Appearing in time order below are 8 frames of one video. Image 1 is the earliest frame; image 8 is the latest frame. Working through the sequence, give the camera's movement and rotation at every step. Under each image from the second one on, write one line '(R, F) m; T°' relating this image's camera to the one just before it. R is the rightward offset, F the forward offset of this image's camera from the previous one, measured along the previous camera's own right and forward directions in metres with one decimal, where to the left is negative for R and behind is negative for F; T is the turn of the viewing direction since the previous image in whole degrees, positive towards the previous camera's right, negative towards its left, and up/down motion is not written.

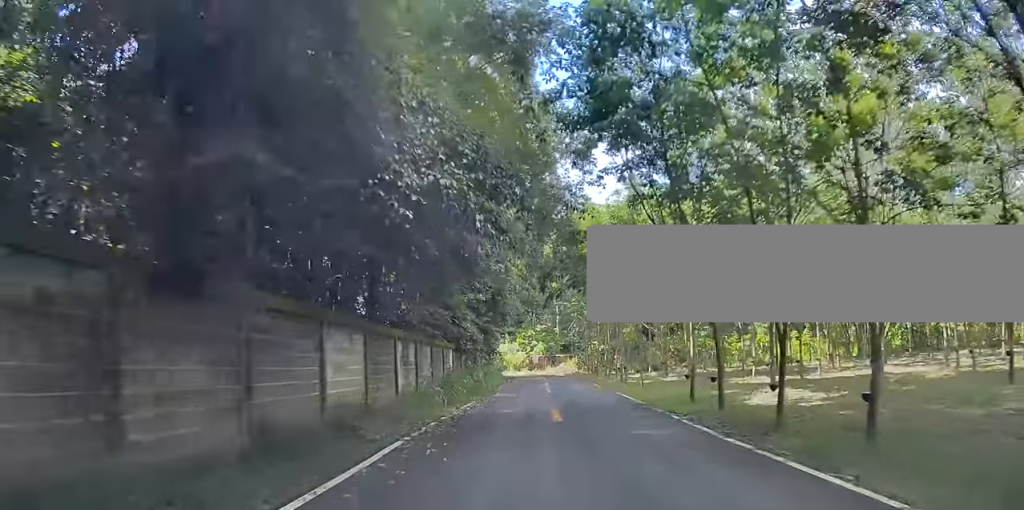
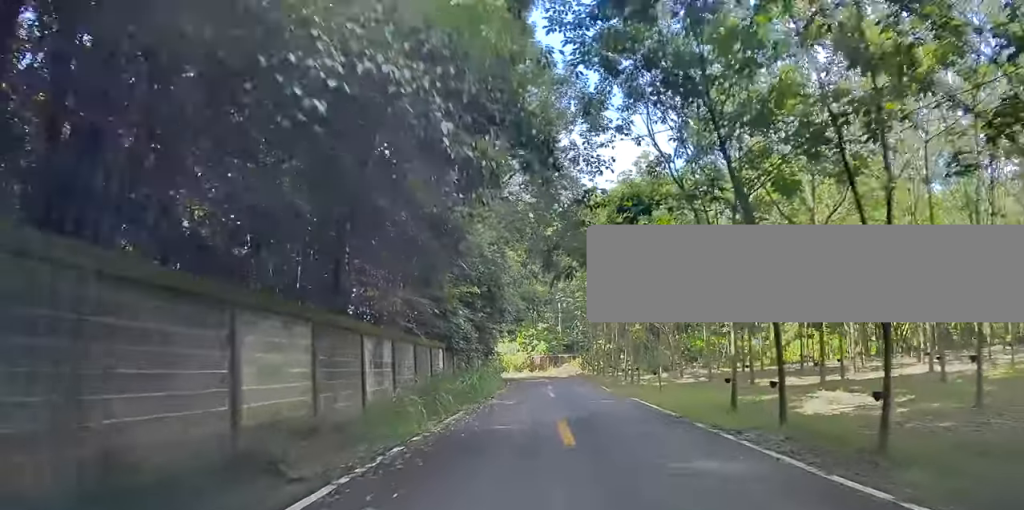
(+0.3, +2.9) m; -1°
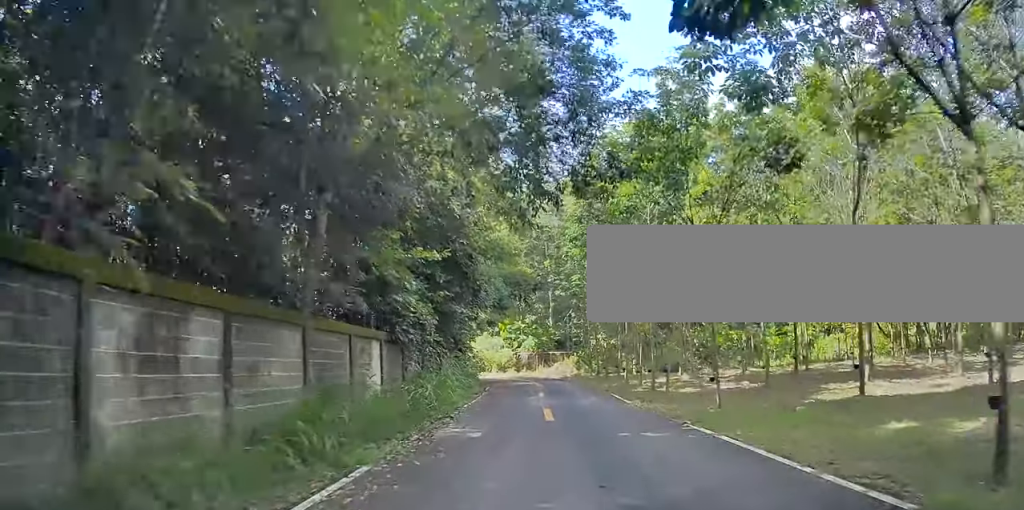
(-0.6, +7.1) m; -1°
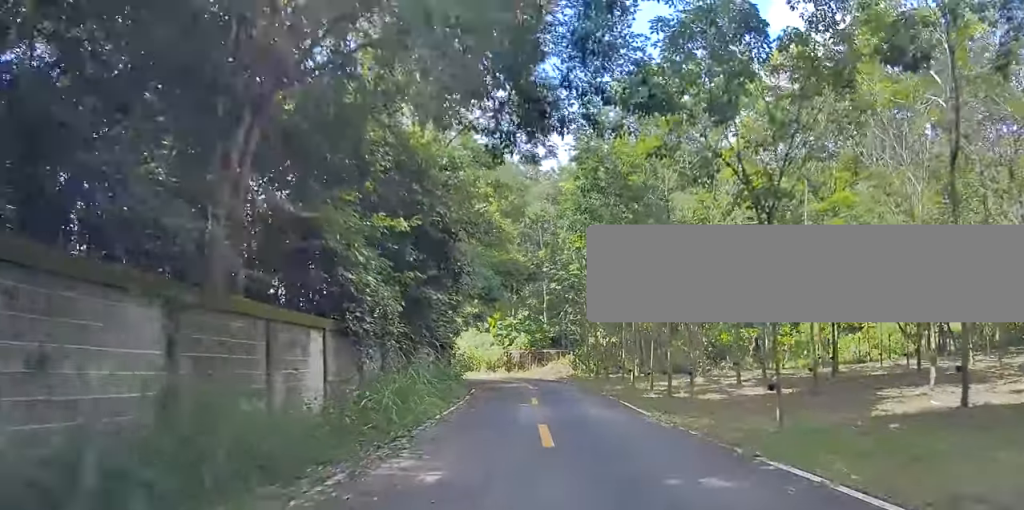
(+0.1, +3.3) m; +4°
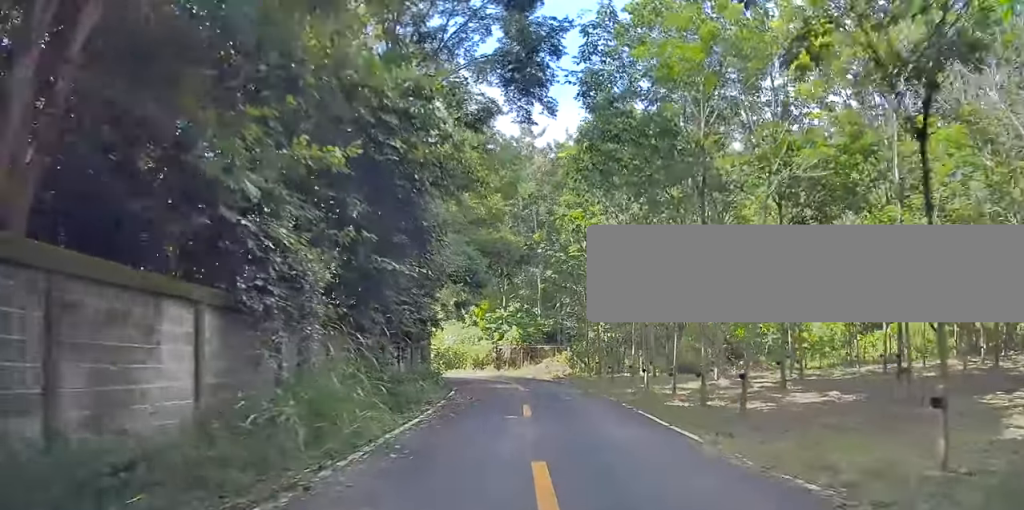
(+0.2, +4.1) m; +9°
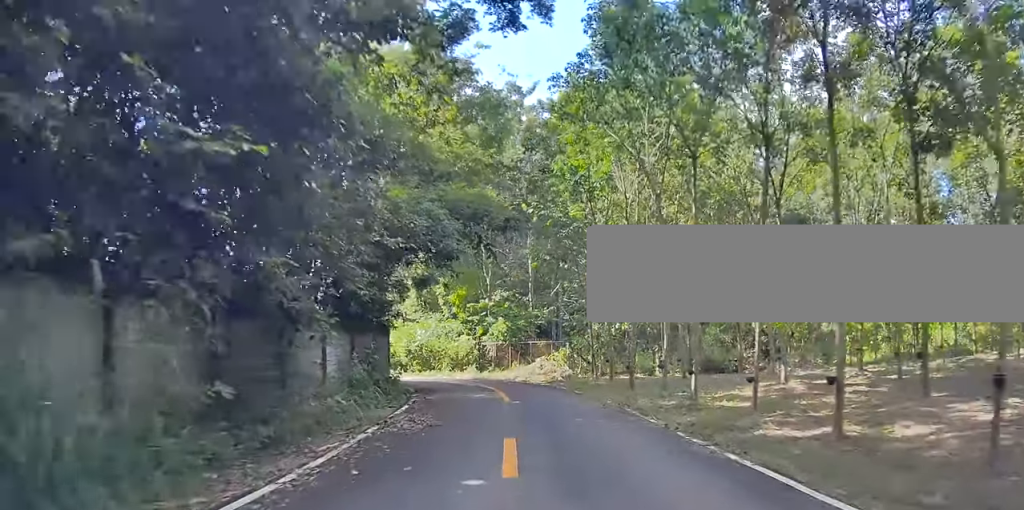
(+0.8, +6.1) m; +2°
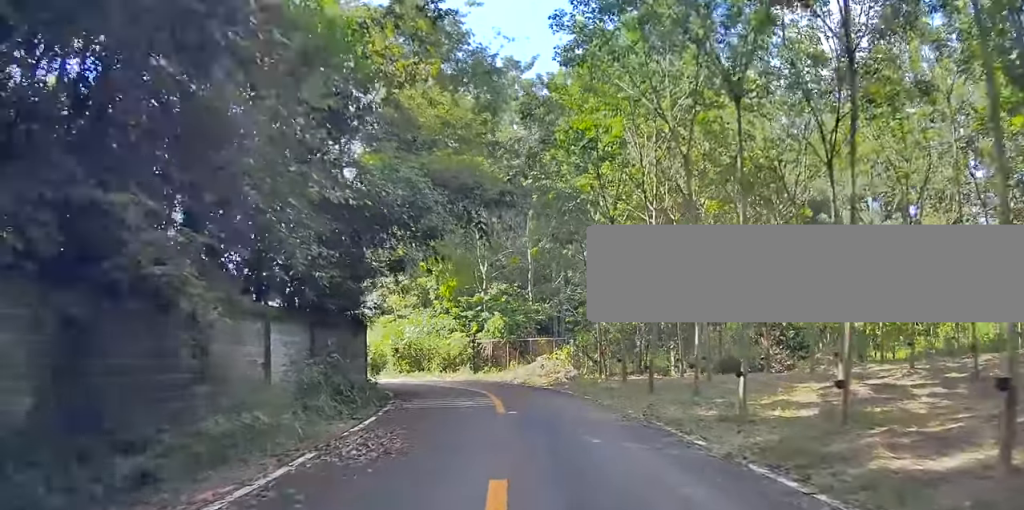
(-0.2, +2.8) m; 0°
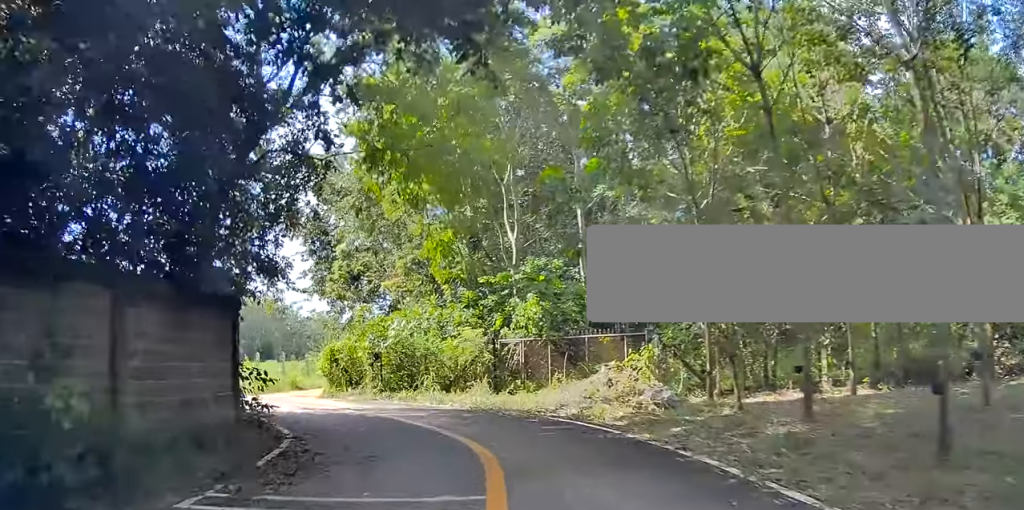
(-0.2, +10.3) m; -15°
